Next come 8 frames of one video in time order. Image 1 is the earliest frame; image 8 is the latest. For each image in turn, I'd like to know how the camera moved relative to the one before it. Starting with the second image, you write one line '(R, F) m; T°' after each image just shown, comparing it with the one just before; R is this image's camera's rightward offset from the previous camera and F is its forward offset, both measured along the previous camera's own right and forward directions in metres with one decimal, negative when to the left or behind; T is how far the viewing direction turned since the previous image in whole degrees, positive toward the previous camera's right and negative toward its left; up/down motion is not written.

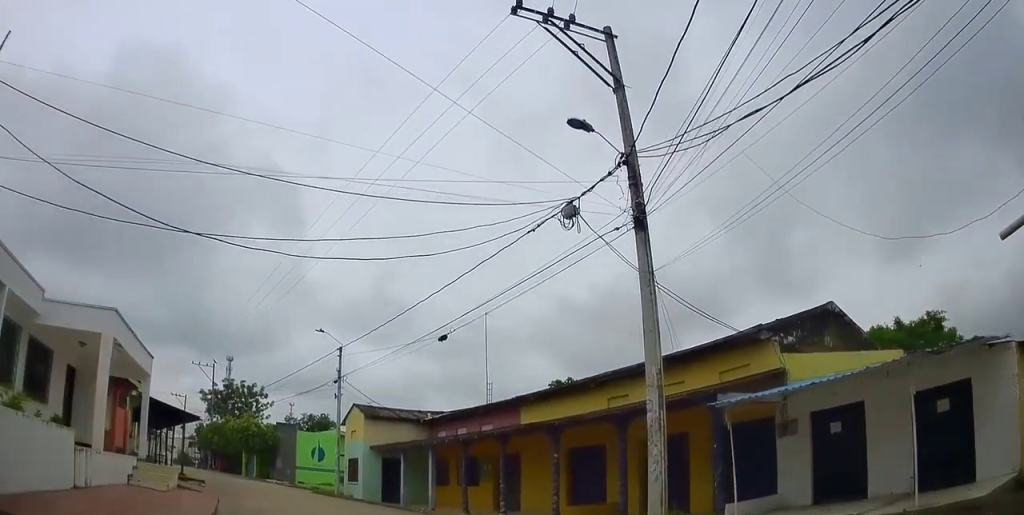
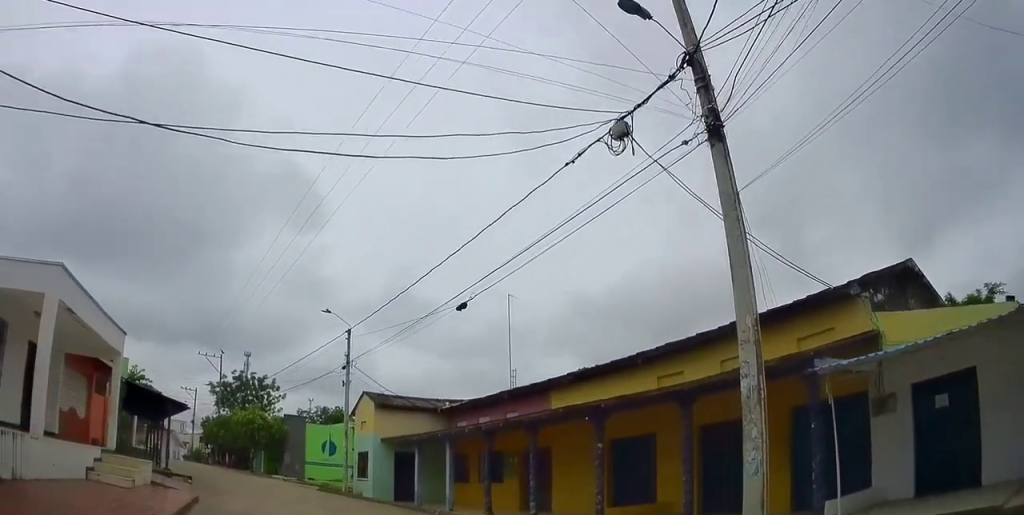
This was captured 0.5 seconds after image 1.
(0.0, +2.6) m; -2°
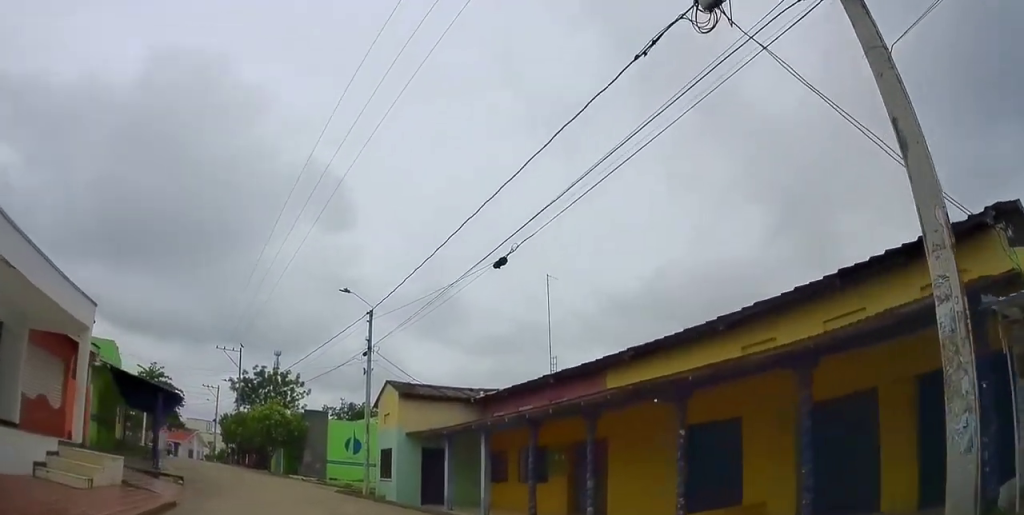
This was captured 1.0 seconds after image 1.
(-0.1, +3.1) m; -1°
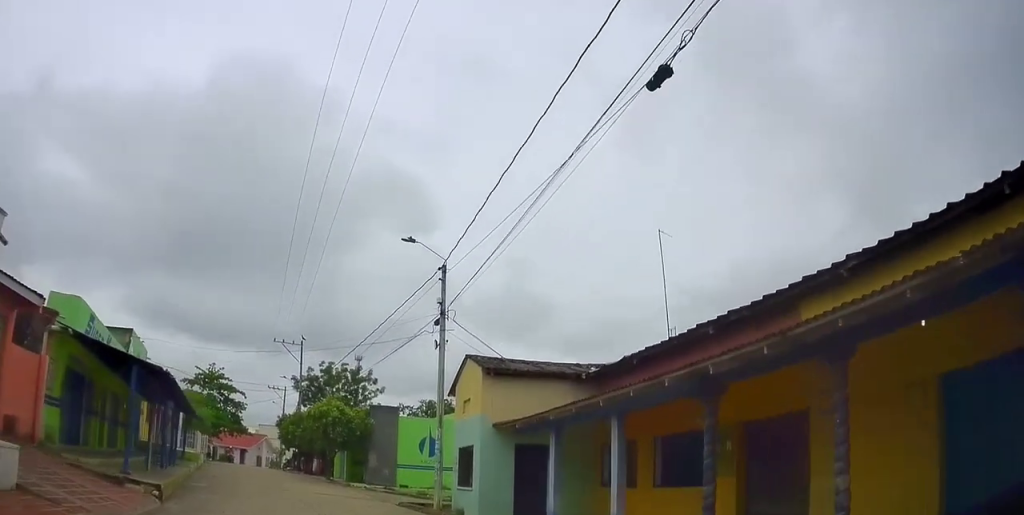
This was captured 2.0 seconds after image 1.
(0.0, +6.1) m; -4°
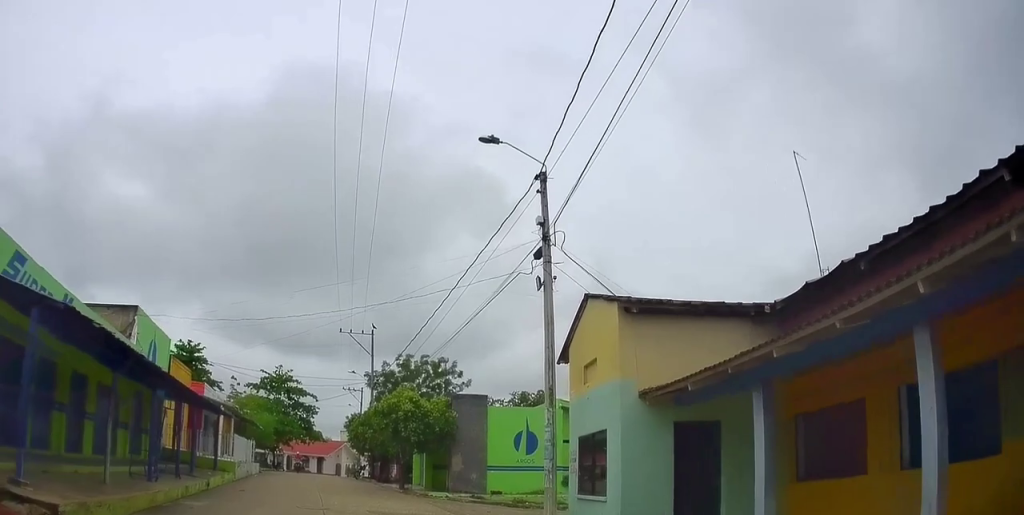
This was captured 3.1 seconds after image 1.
(-0.5, +6.0) m; -3°
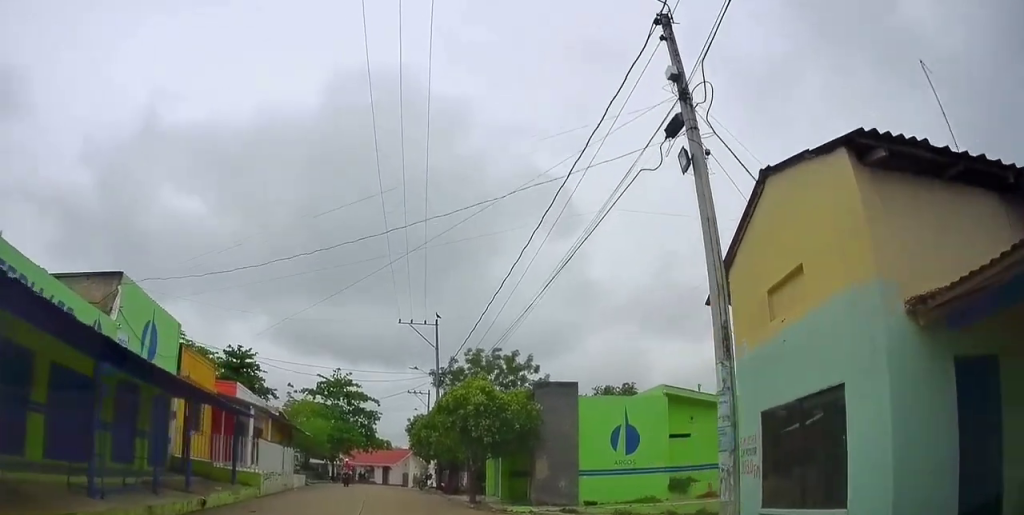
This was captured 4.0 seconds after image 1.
(+0.1, +5.2) m; -5°
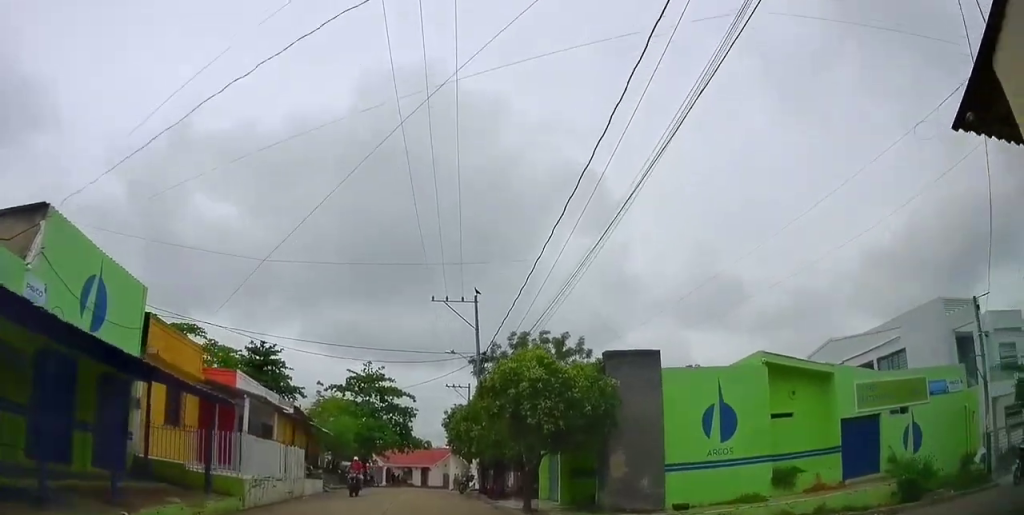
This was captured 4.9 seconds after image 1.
(-0.3, +5.0) m; -10°
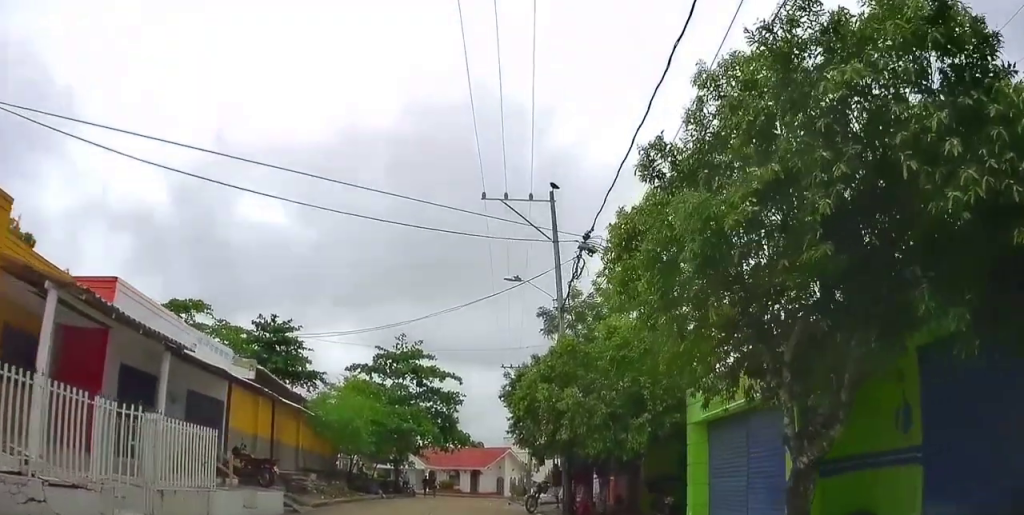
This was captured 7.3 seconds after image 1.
(-1.3, +13.3) m; -10°
